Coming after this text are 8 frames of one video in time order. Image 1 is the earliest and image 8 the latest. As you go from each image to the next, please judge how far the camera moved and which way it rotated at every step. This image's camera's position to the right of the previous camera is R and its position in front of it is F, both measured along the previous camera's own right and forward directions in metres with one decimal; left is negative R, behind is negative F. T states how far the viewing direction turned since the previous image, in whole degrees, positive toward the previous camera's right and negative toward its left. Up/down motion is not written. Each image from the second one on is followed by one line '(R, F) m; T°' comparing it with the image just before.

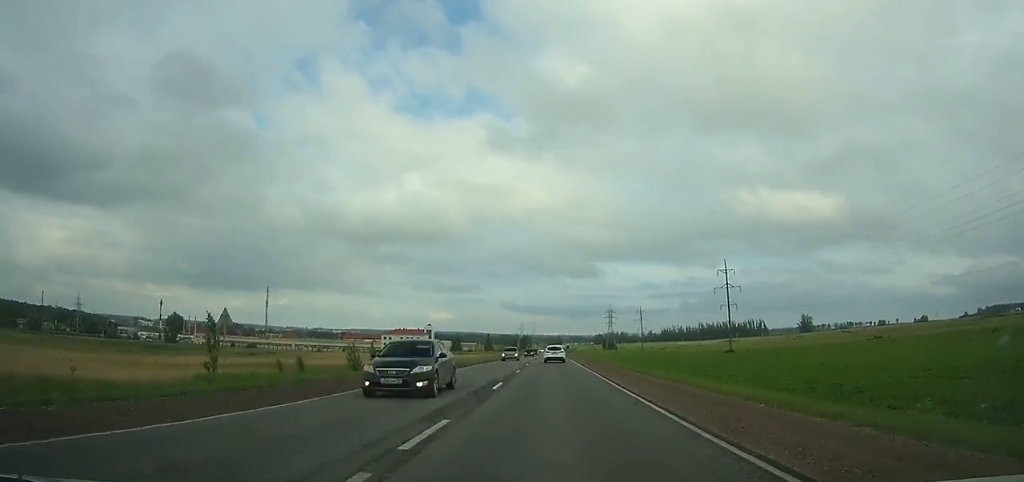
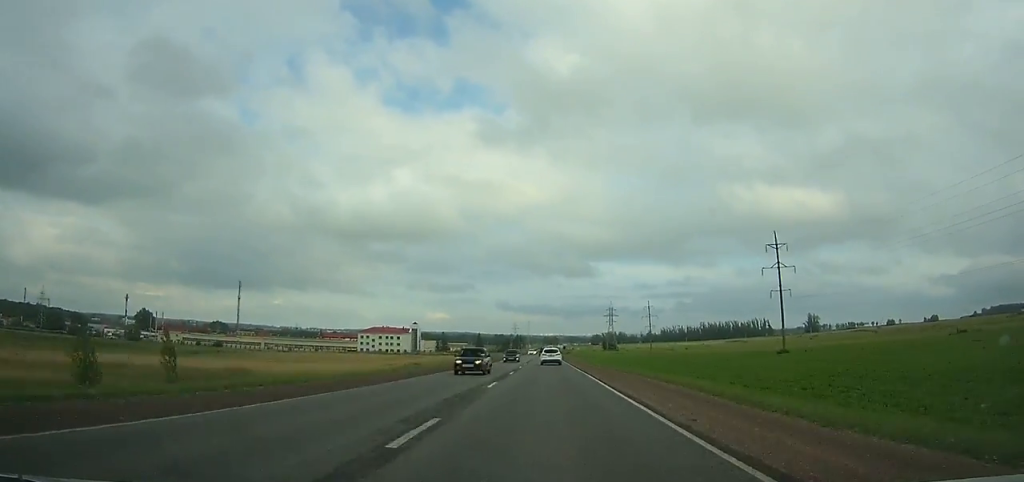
(0.0, +34.2) m; 0°
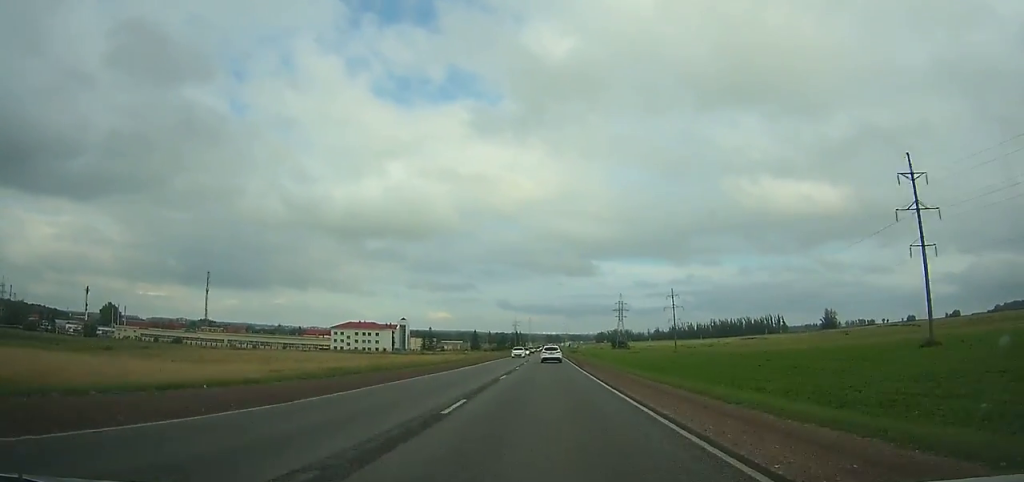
(-0.1, +41.1) m; 0°
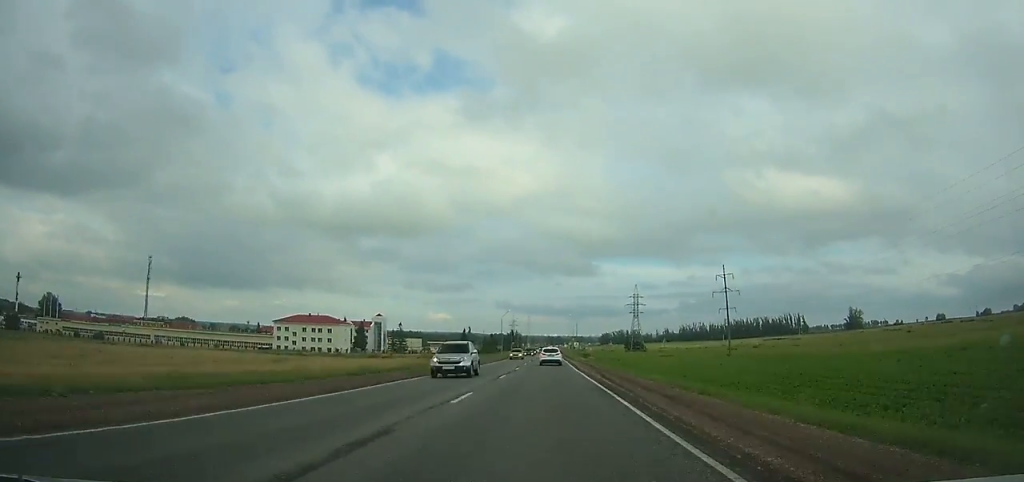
(-0.1, +56.0) m; 0°
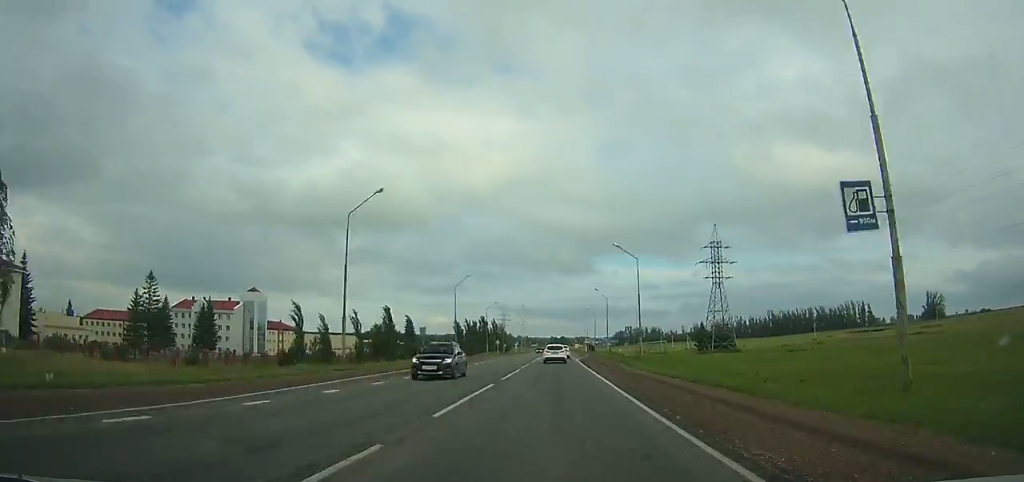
(-0.8, +146.7) m; 0°
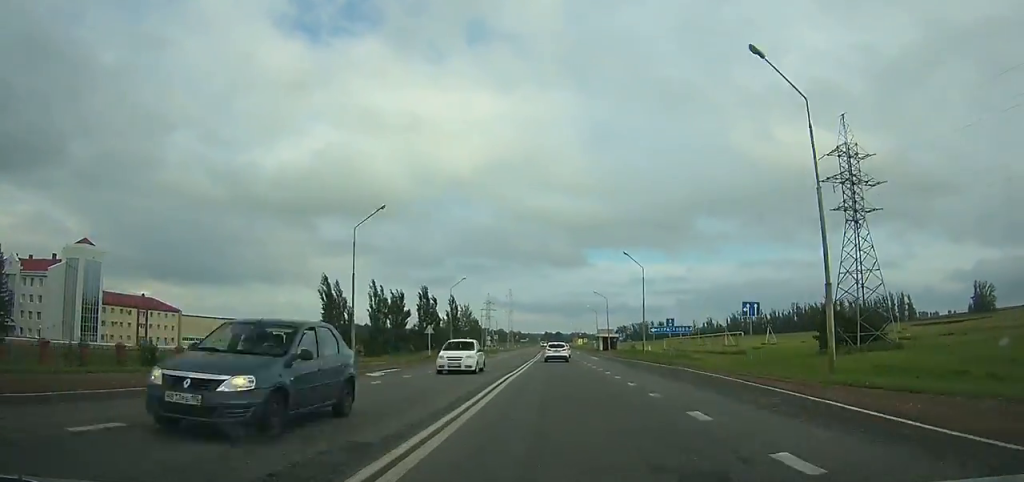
(+0.2, +75.7) m; 0°
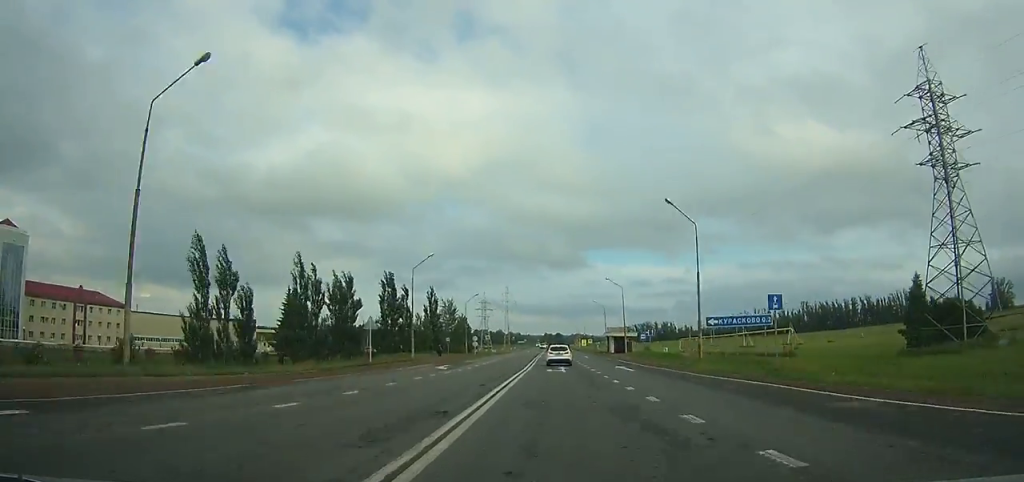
(-0.1, +21.3) m; 0°
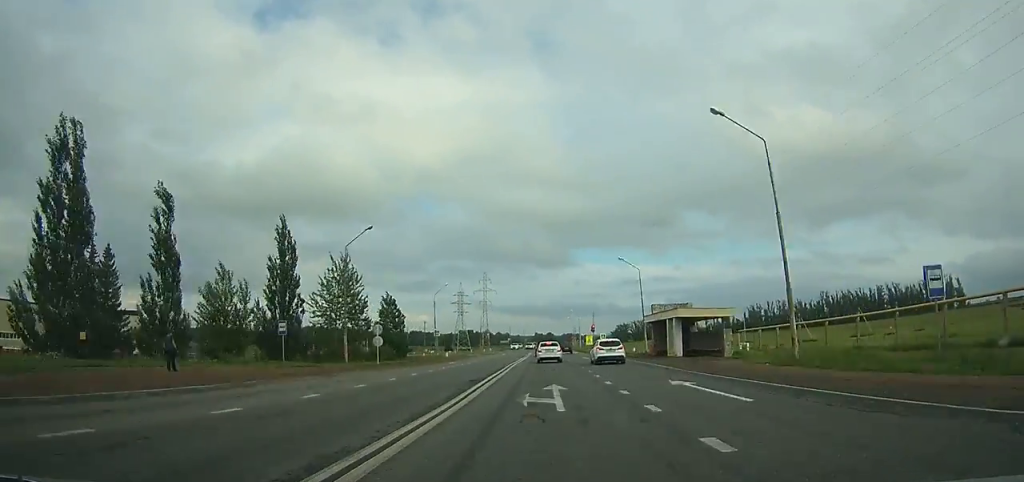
(+0.6, +51.7) m; +2°
